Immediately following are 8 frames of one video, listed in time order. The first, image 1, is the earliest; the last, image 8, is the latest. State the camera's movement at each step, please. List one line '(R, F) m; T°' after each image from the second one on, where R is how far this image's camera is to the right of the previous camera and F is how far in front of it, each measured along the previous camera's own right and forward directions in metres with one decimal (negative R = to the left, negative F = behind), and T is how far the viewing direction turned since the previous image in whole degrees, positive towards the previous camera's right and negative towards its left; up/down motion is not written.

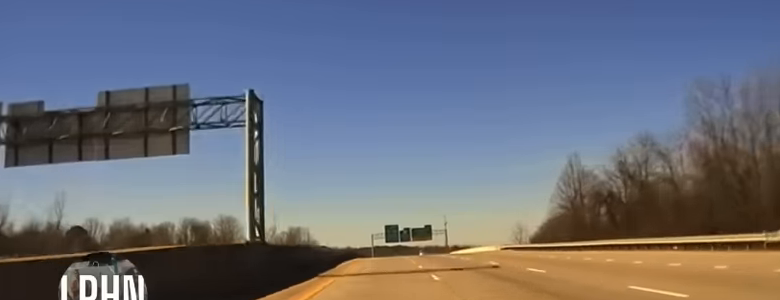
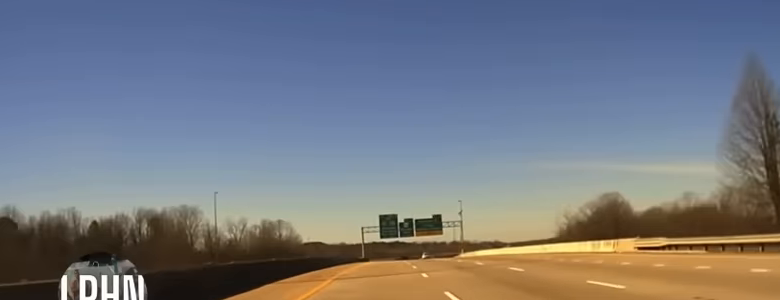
(+0.4, +59.2) m; 0°
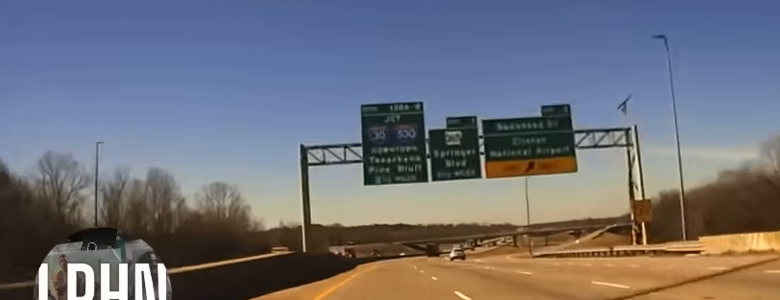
(+0.3, +117.7) m; 0°
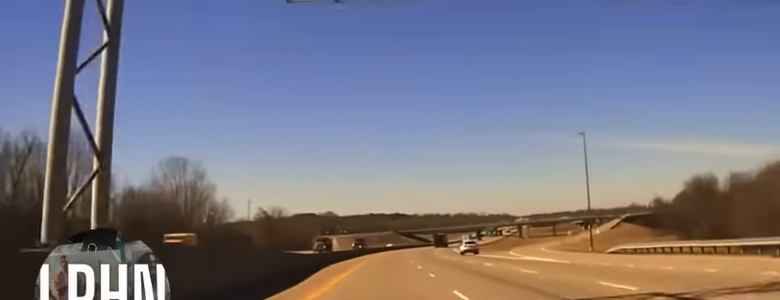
(-0.3, +36.7) m; 0°
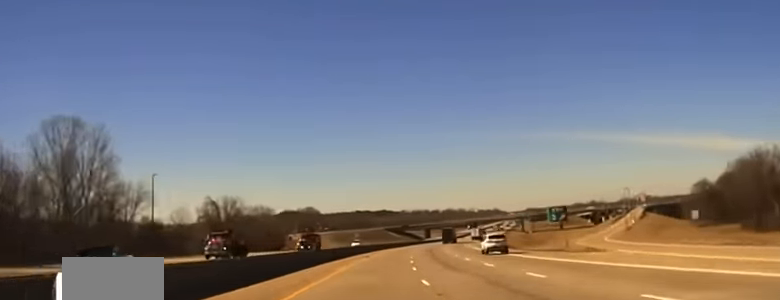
(+0.1, +51.7) m; +1°
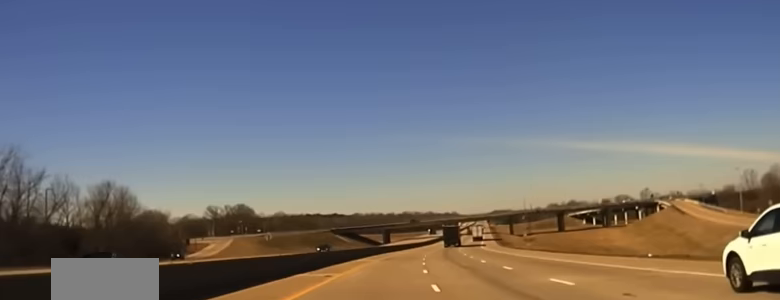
(+1.6, +99.6) m; +3°
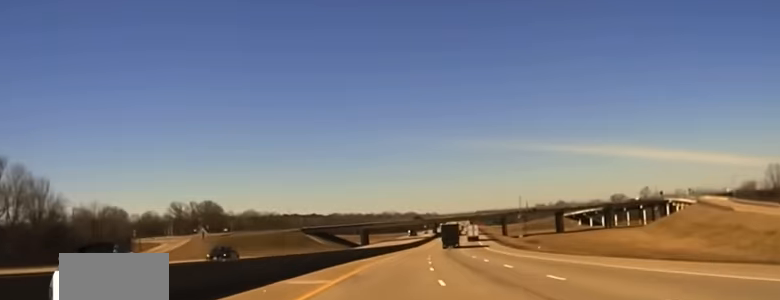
(+0.8, +35.4) m; +2°
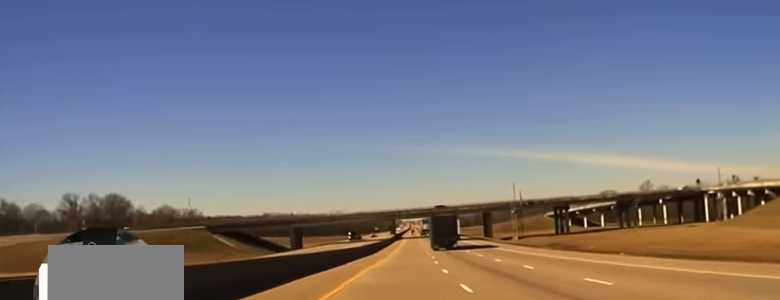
(+2.8, +76.4) m; +4°
